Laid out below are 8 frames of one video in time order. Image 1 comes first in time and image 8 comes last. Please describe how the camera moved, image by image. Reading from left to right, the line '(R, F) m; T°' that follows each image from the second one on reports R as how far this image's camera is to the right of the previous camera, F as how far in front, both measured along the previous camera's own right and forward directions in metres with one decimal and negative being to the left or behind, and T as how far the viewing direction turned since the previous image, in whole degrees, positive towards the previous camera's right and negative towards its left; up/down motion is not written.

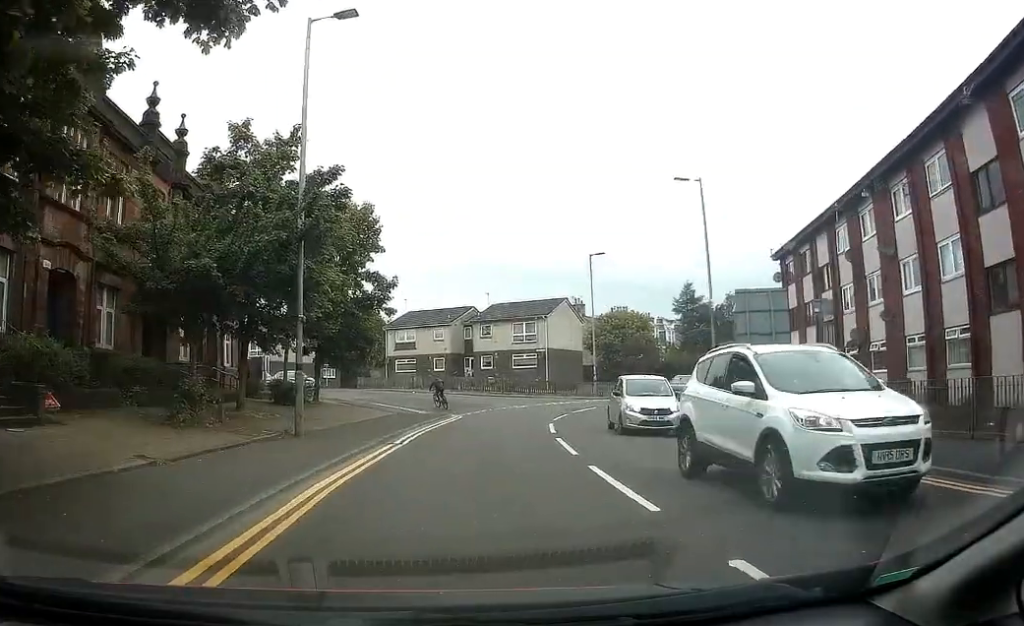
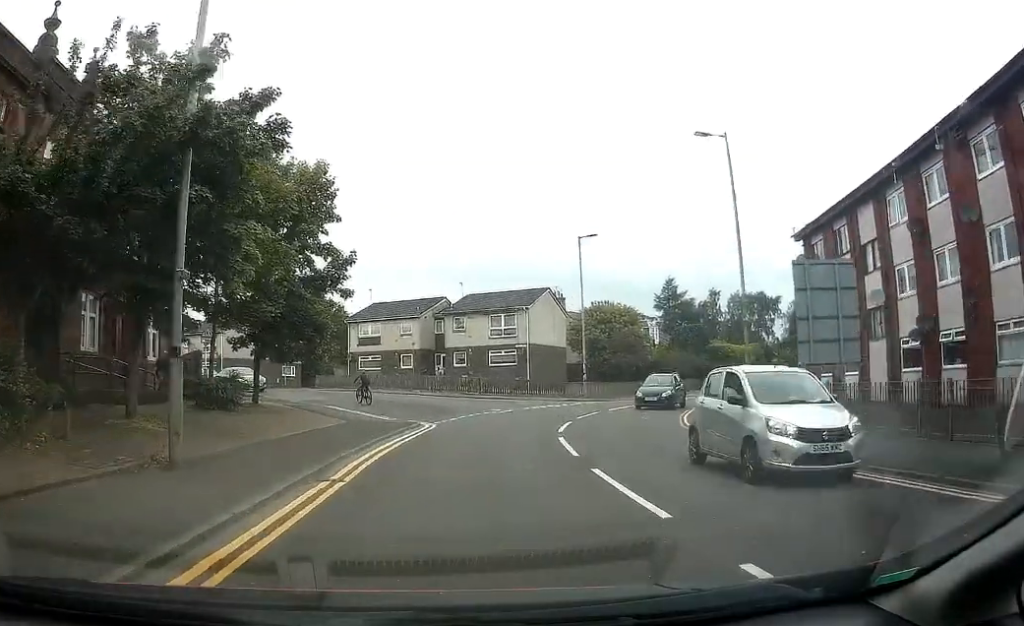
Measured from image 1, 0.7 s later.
(+0.3, +6.6) m; +3°
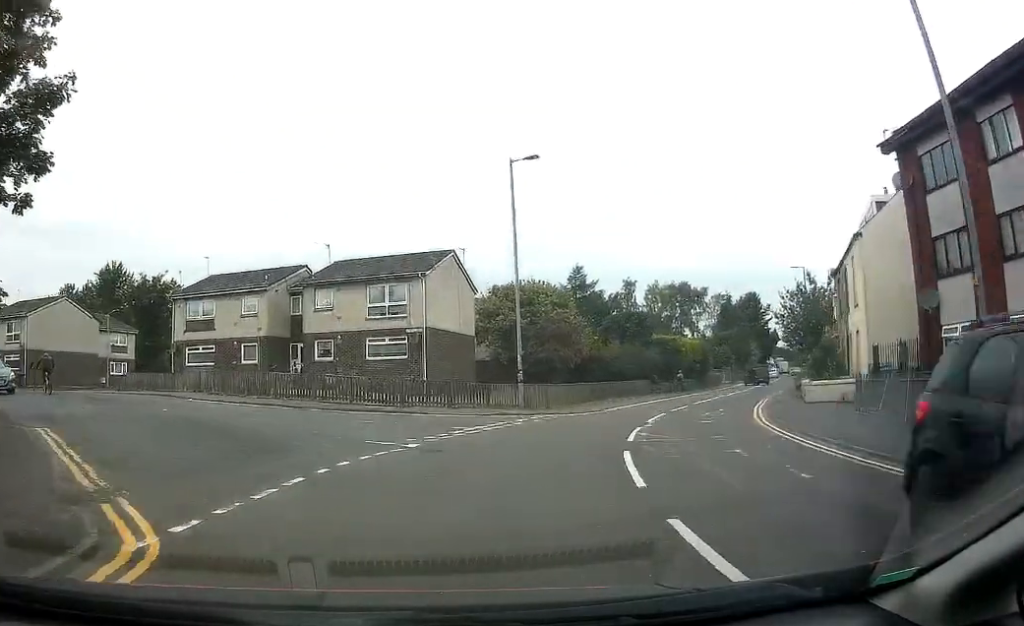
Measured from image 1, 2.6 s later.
(+0.8, +17.6) m; +5°
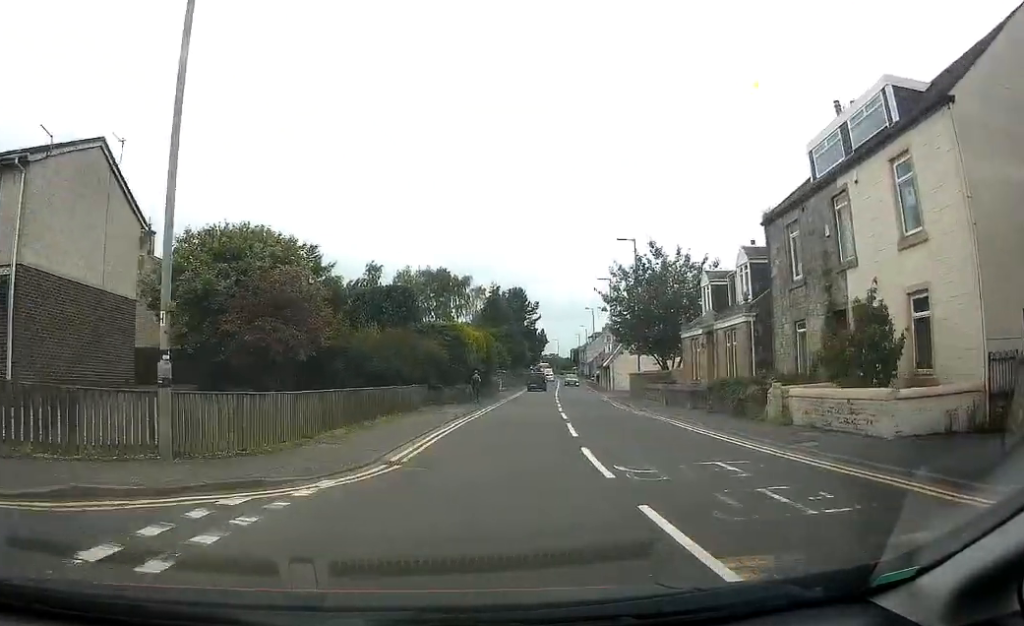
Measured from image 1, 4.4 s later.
(+2.3, +18.6) m; +19°
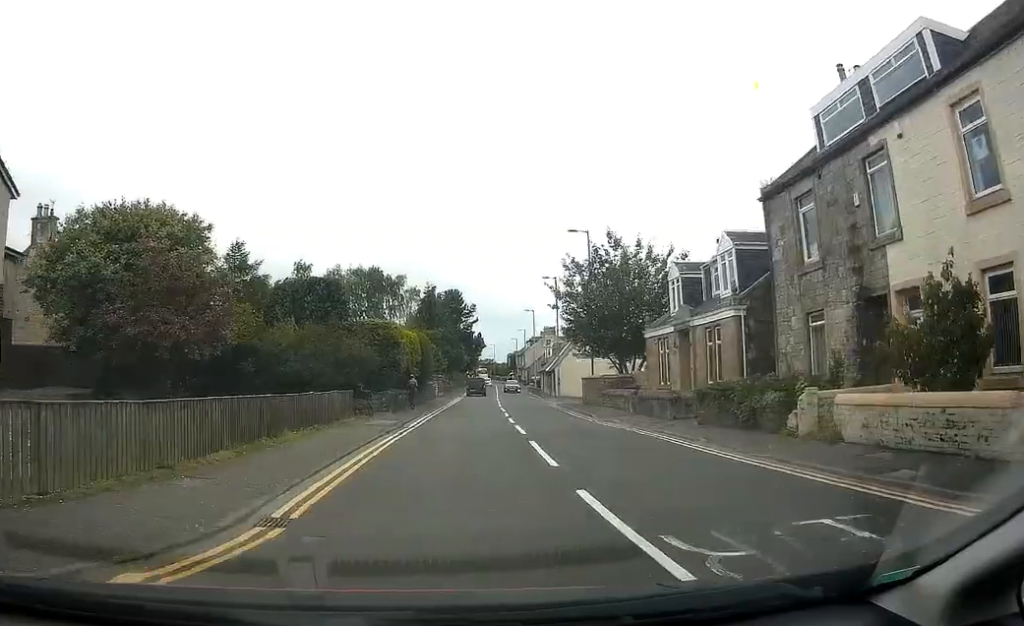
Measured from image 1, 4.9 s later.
(+0.2, +5.0) m; +7°
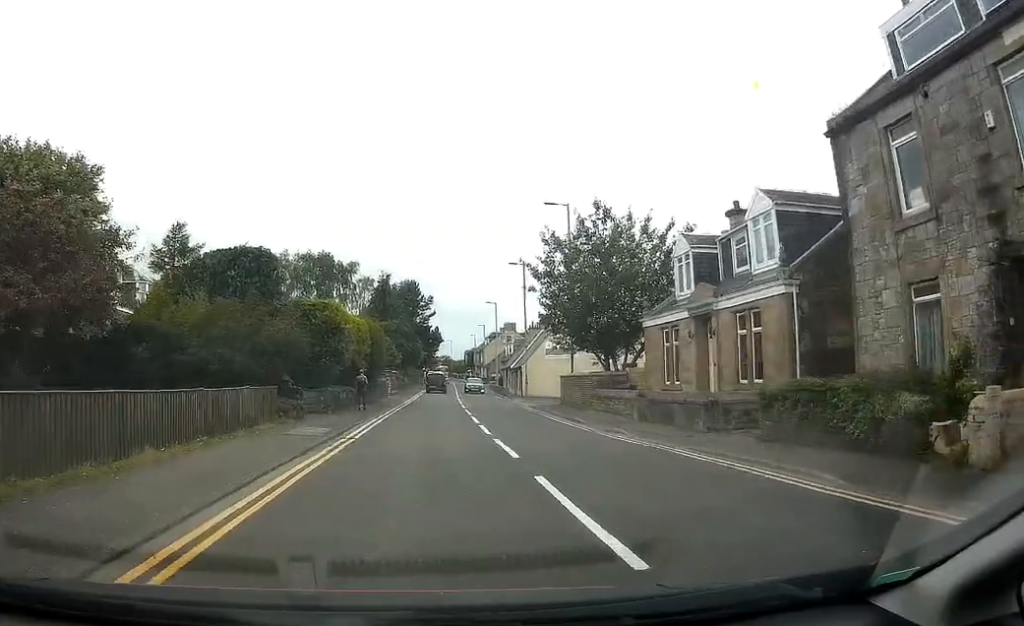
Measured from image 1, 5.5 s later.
(+0.5, +6.6) m; +6°
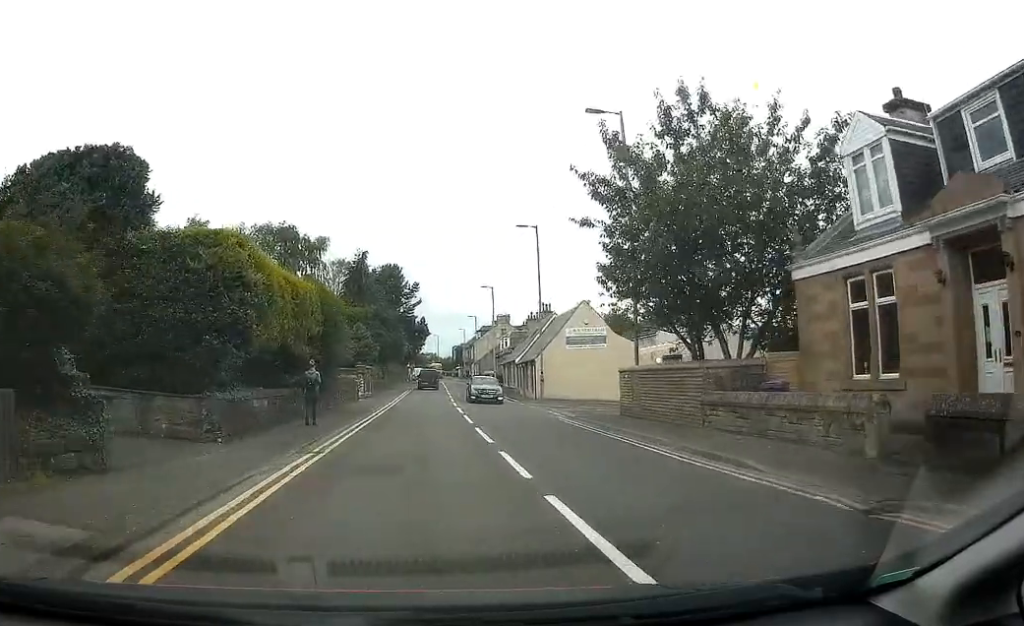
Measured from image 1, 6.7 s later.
(+1.1, +13.1) m; +5°
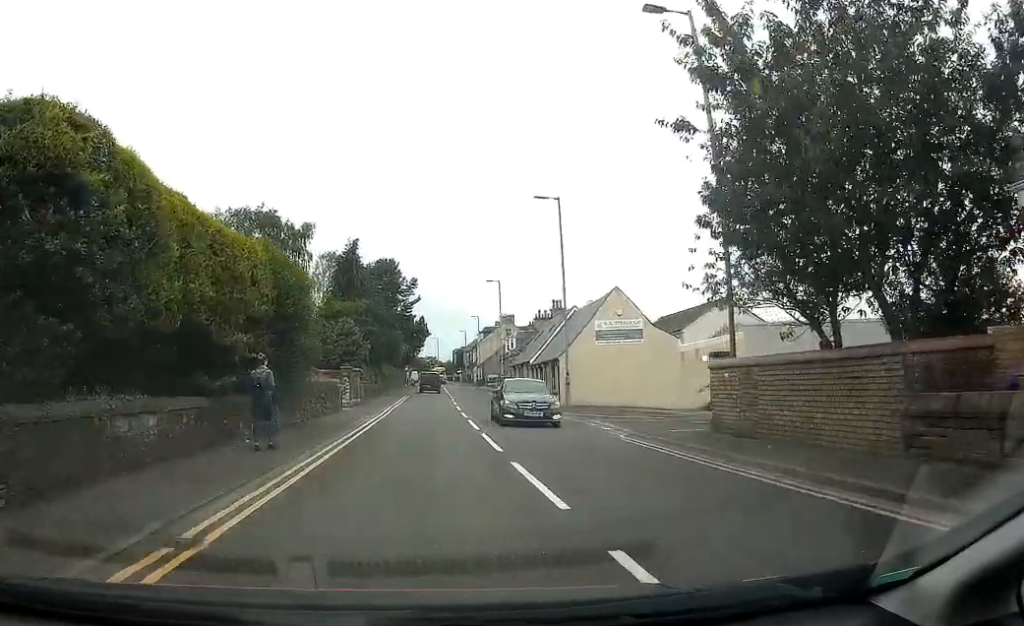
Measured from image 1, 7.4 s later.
(-0.1, +7.6) m; 0°
